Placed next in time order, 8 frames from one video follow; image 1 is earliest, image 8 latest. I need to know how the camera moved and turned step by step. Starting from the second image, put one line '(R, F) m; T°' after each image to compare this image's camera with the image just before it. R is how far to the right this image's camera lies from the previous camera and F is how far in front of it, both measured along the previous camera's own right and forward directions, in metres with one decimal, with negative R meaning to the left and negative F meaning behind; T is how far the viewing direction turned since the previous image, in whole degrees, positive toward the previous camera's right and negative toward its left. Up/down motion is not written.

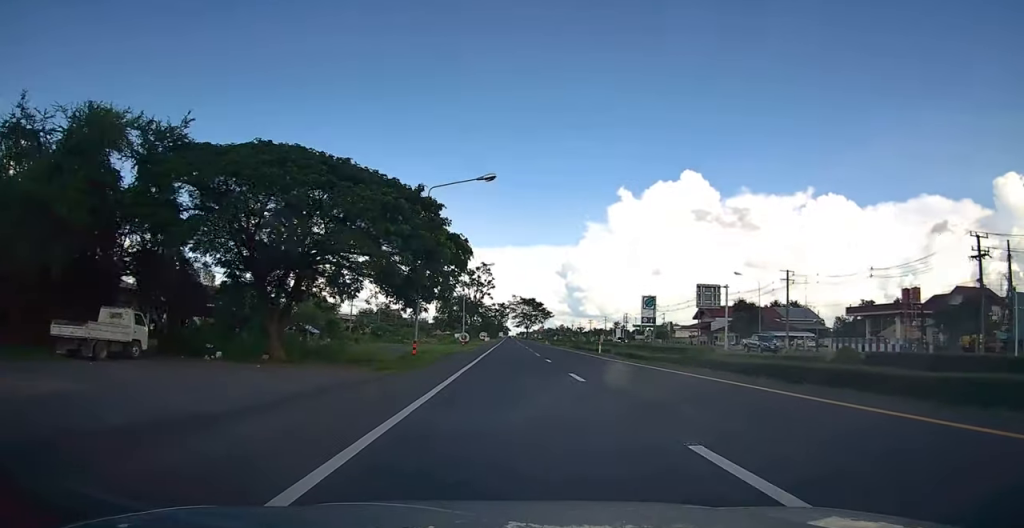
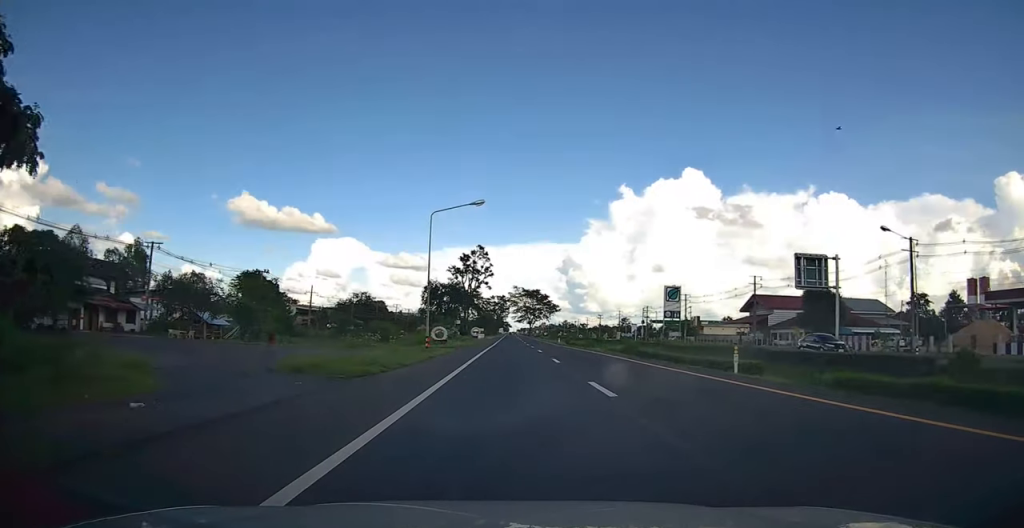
(-0.1, +27.9) m; -1°
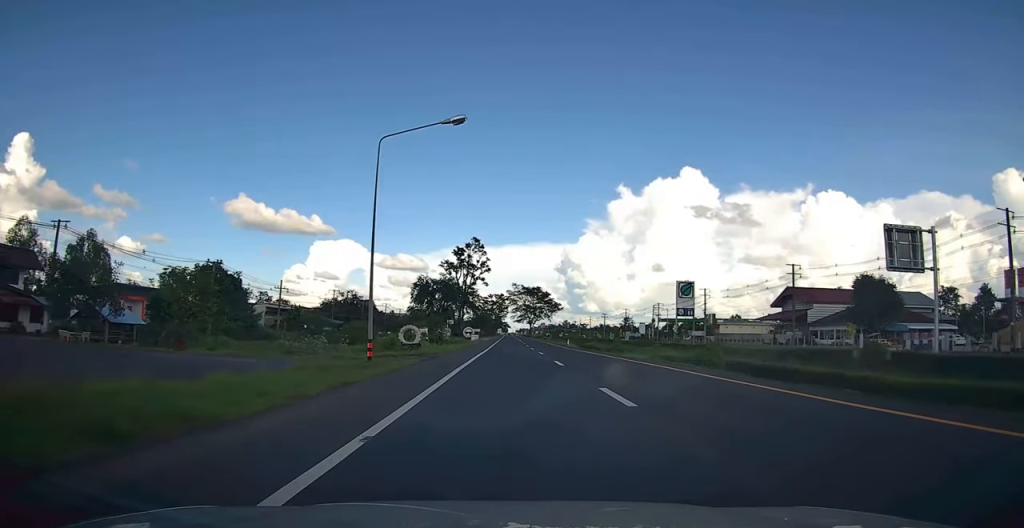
(-0.1, +13.9) m; 0°
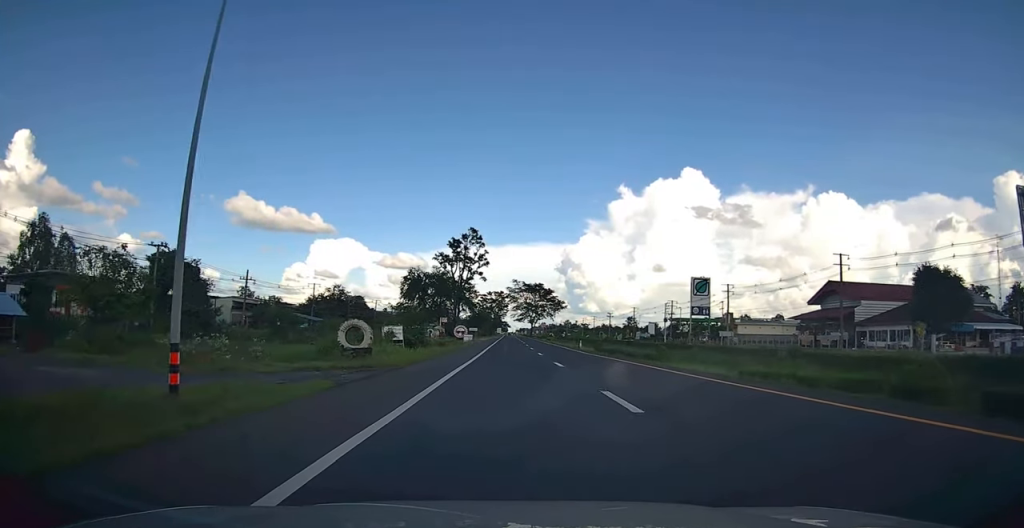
(+0.2, +12.5) m; 0°
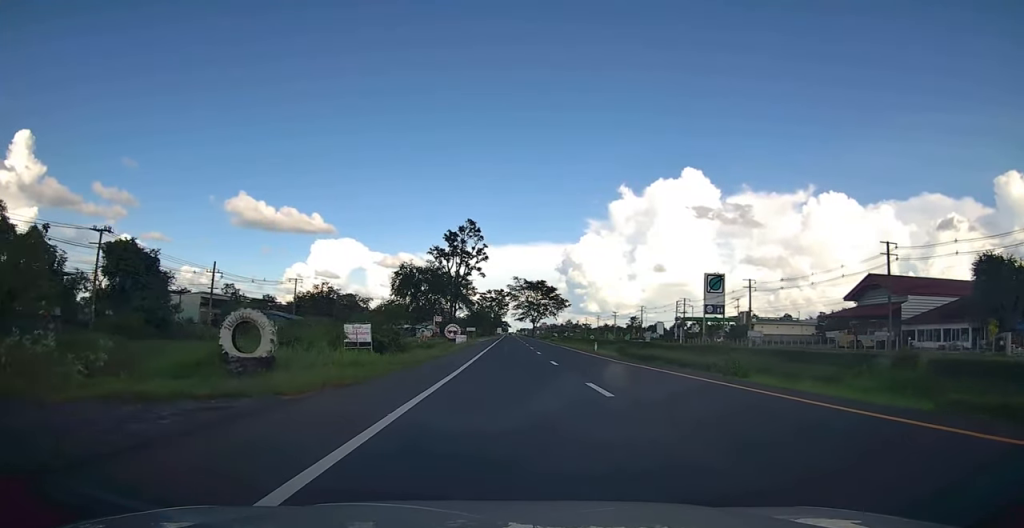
(-0.1, +9.7) m; 0°
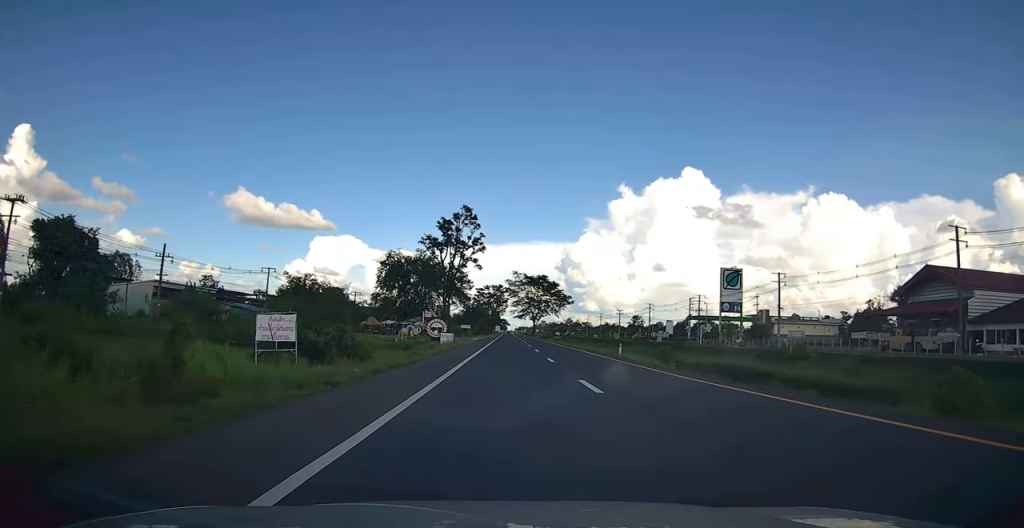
(0.0, +11.2) m; 0°
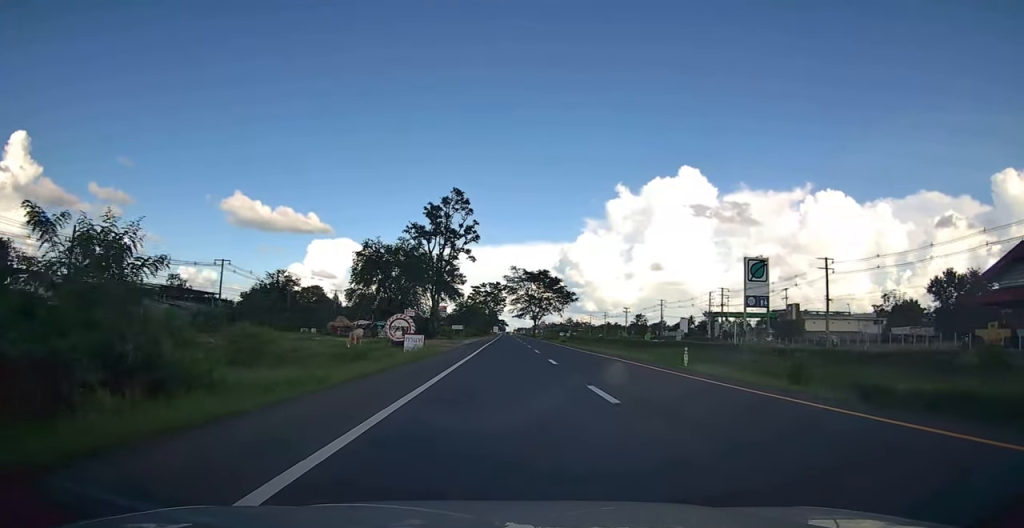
(+0.2, +14.3) m; 0°
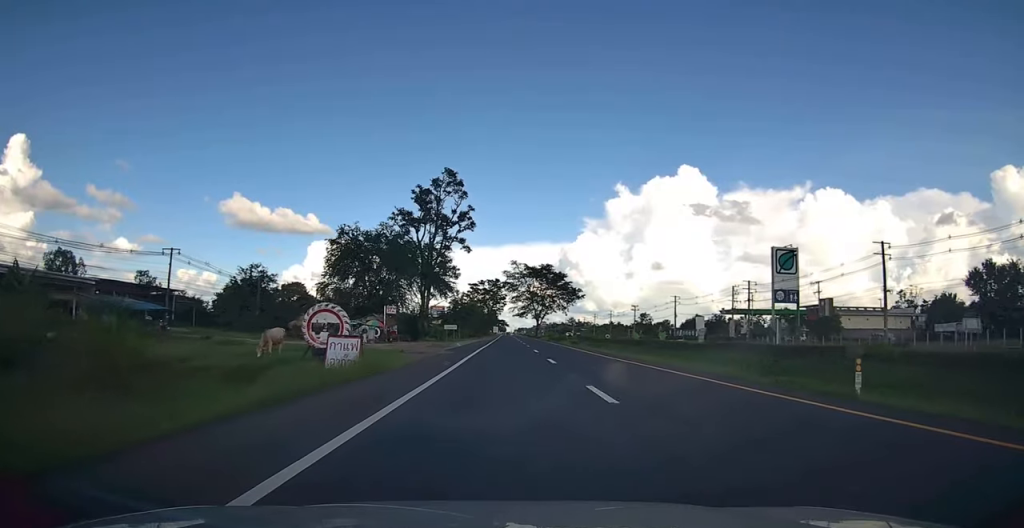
(-0.1, +12.2) m; -1°
